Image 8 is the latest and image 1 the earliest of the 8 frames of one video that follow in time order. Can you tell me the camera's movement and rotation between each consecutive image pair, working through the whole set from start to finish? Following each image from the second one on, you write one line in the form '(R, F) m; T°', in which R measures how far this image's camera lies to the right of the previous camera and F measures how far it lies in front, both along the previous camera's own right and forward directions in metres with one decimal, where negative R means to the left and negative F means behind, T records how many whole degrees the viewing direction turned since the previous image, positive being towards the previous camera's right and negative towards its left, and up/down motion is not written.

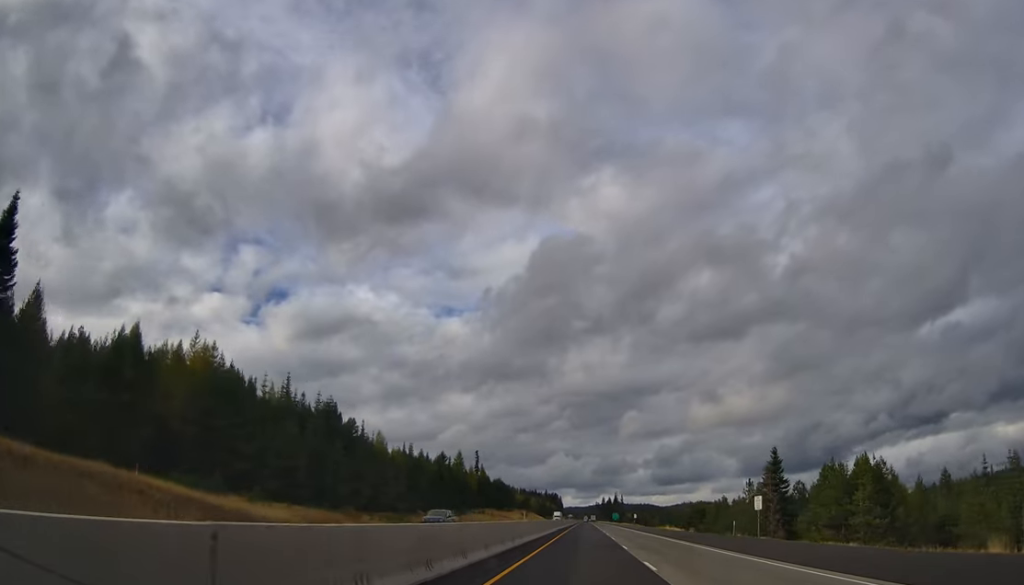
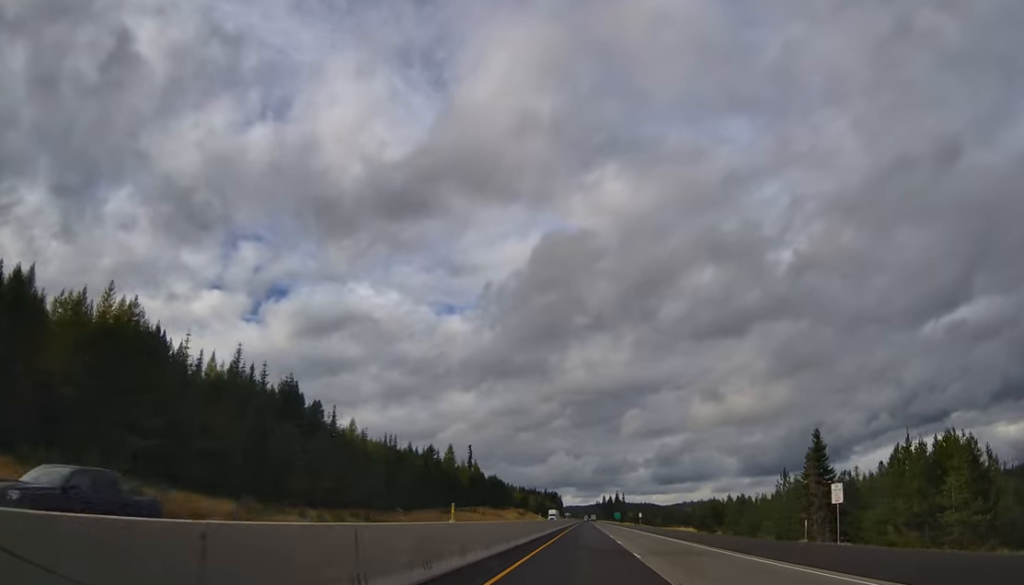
(-0.3, +19.4) m; -1°
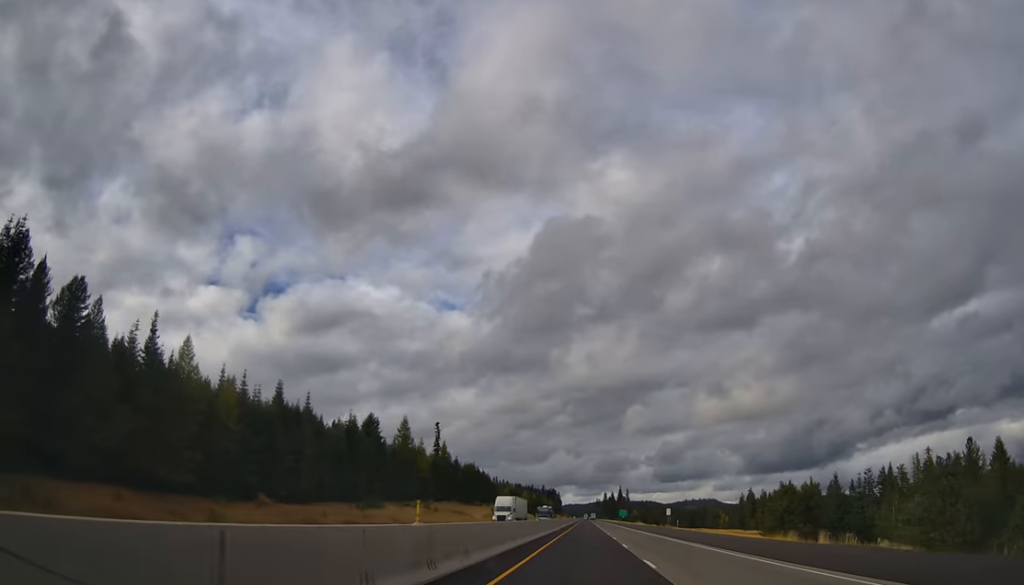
(-0.4, +64.8) m; 0°
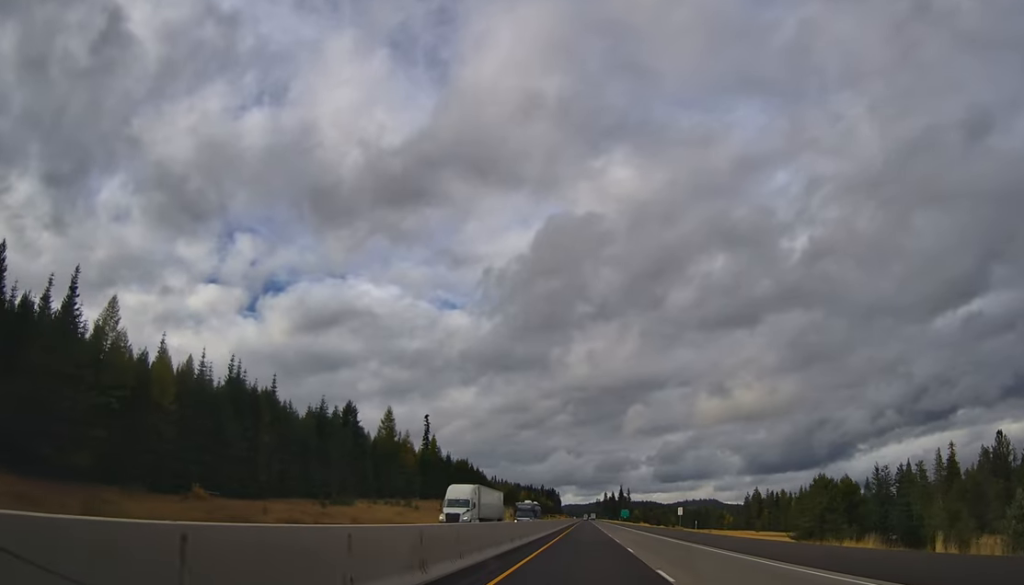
(0.0, +16.0) m; 0°
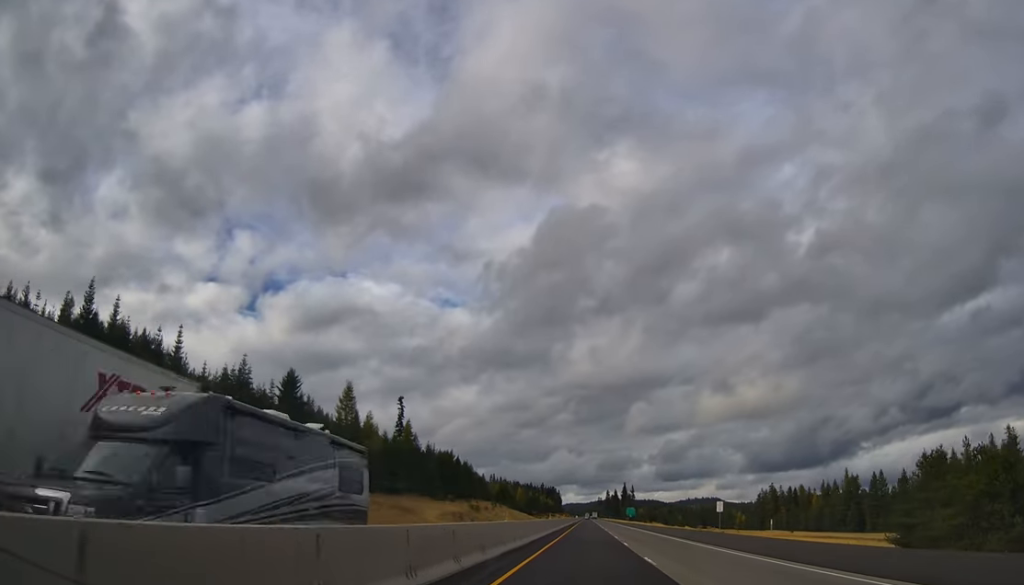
(0.0, +32.0) m; +1°
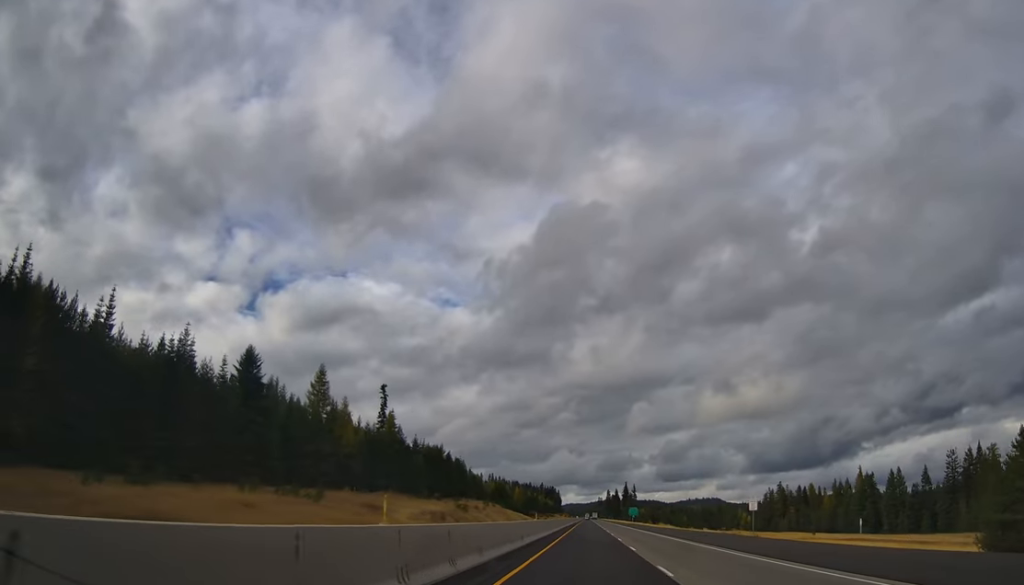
(+0.2, +16.0) m; 0°
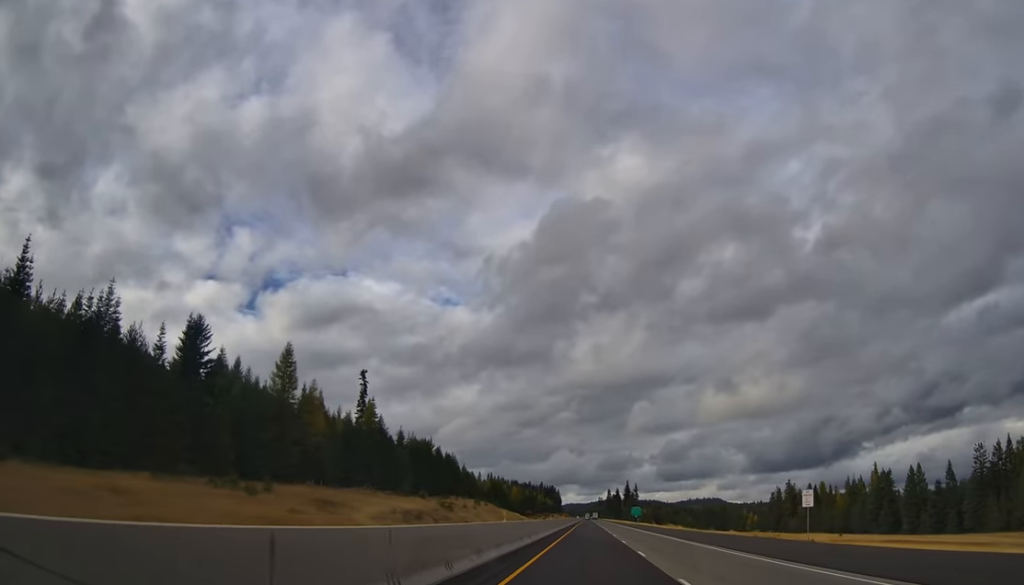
(+0.1, +16.0) m; 0°
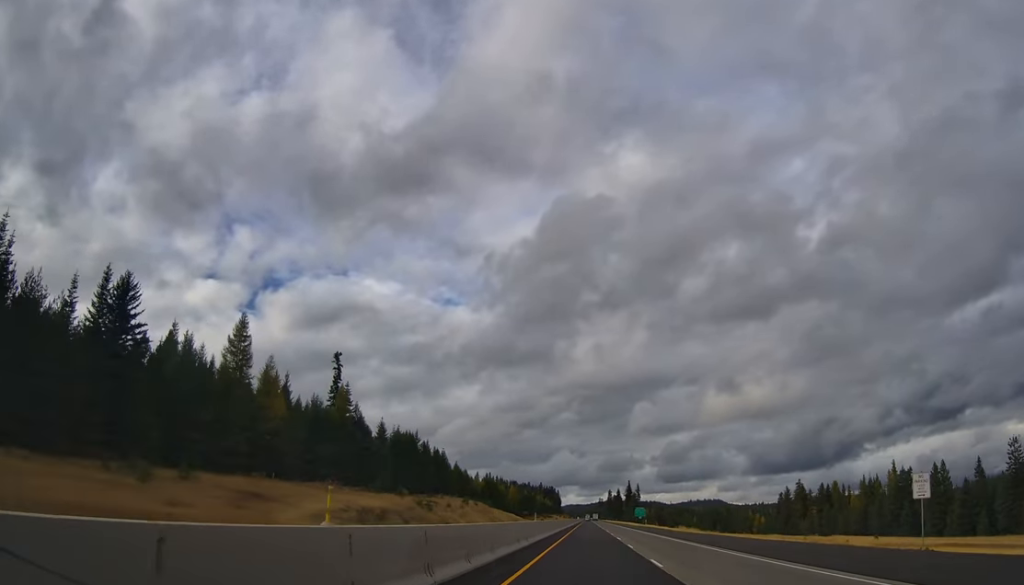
(-0.1, +17.2) m; 0°
